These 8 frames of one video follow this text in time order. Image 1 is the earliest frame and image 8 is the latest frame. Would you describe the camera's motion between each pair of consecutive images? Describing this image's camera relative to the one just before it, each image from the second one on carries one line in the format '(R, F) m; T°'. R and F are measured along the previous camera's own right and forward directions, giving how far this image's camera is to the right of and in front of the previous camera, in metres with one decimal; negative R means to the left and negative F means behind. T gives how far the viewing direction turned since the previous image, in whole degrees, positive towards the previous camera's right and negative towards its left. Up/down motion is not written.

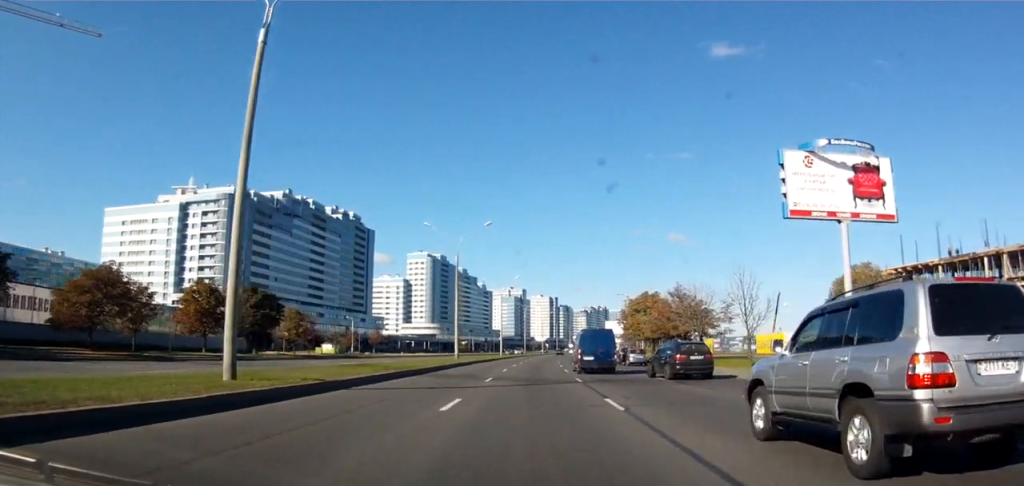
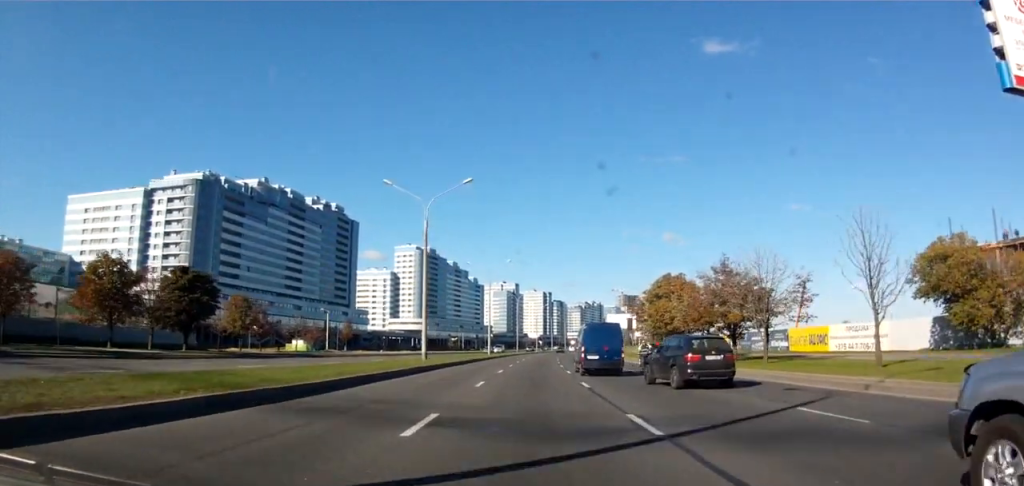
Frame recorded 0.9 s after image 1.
(+0.1, +15.6) m; 0°
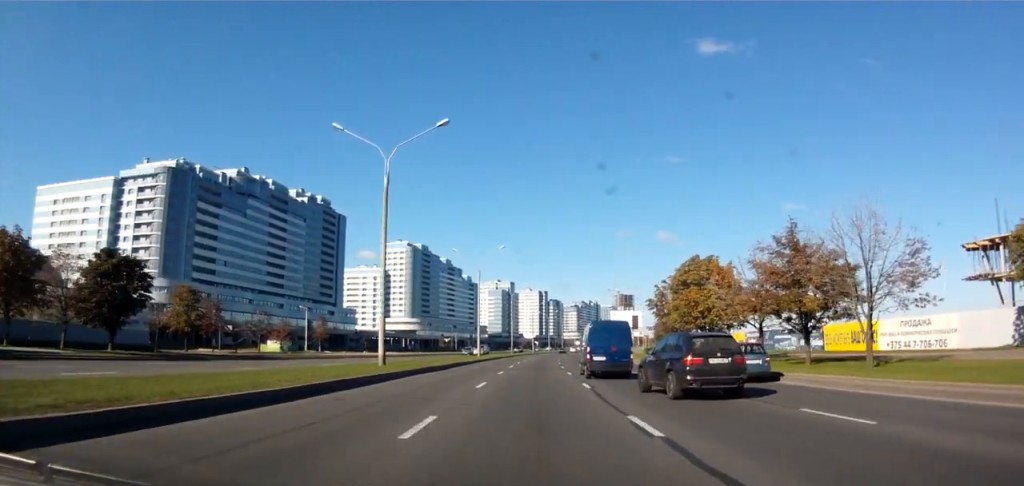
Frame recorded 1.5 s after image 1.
(0.0, +10.9) m; +1°
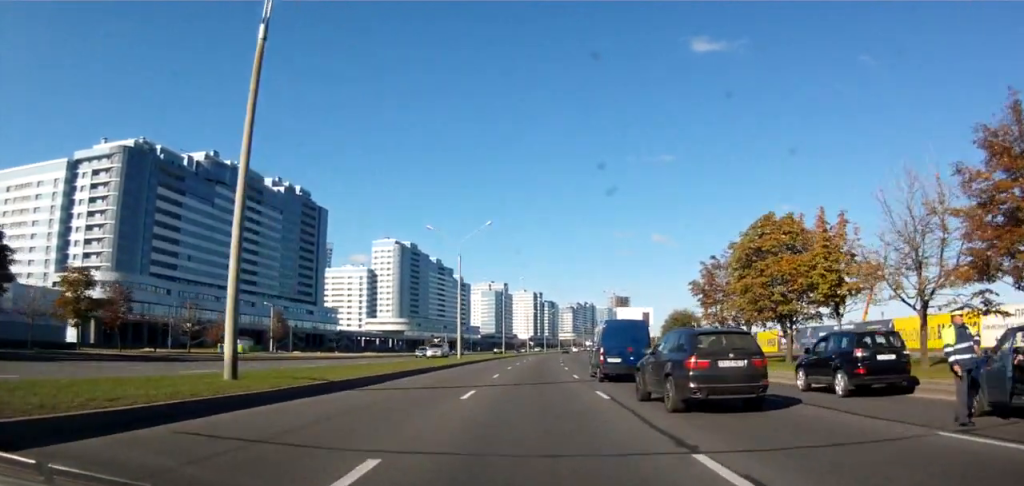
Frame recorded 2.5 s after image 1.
(+0.2, +15.8) m; +1°
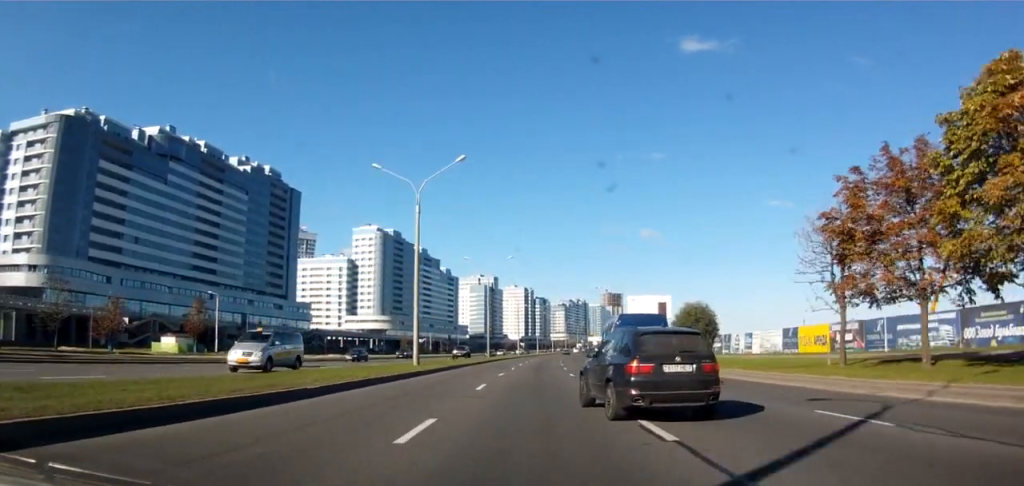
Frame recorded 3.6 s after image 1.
(+0.1, +16.8) m; 0°
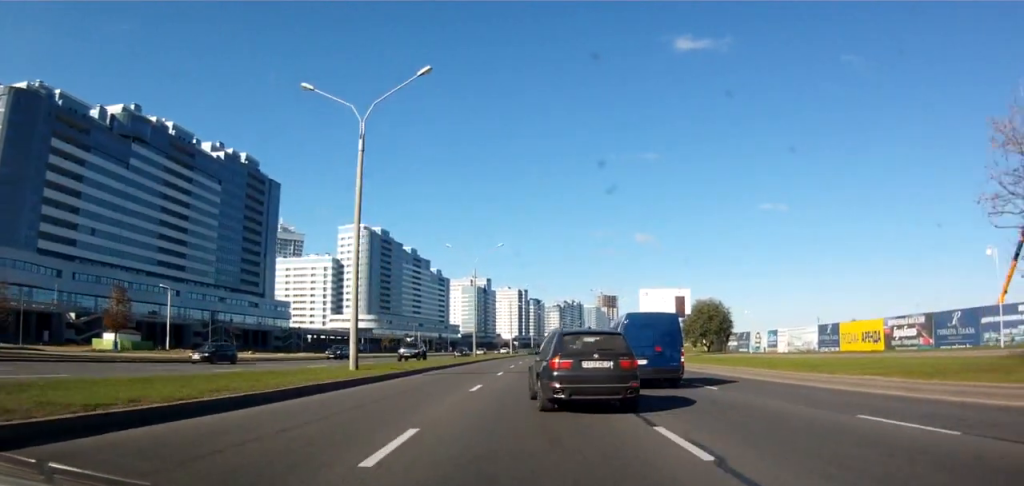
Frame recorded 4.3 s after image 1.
(-0.1, +12.0) m; -1°
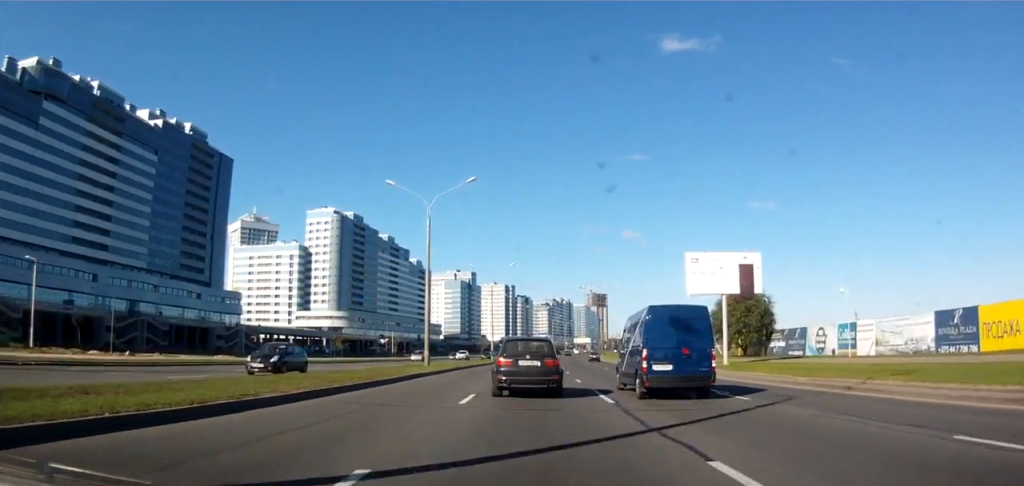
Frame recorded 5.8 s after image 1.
(-0.1, +28.3) m; +2°
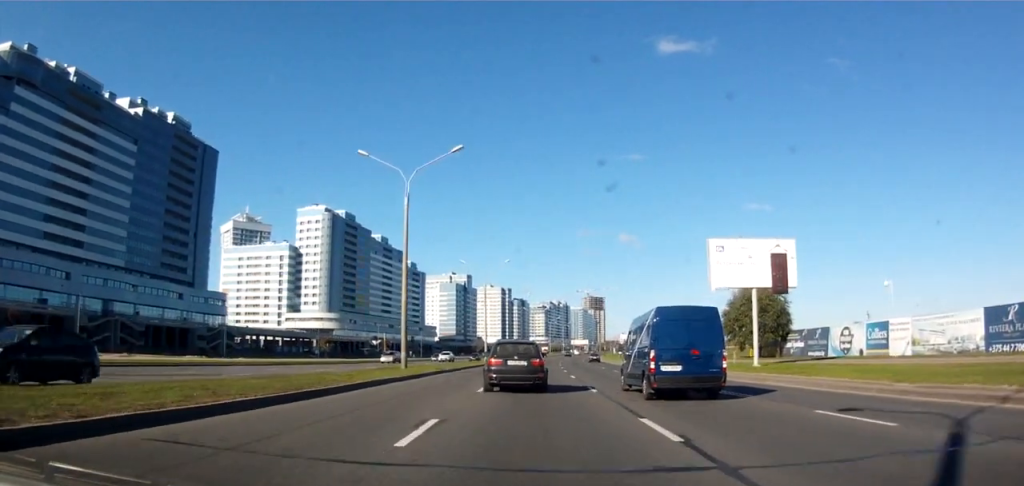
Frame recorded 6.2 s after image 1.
(+0.1, +8.2) m; +1°
